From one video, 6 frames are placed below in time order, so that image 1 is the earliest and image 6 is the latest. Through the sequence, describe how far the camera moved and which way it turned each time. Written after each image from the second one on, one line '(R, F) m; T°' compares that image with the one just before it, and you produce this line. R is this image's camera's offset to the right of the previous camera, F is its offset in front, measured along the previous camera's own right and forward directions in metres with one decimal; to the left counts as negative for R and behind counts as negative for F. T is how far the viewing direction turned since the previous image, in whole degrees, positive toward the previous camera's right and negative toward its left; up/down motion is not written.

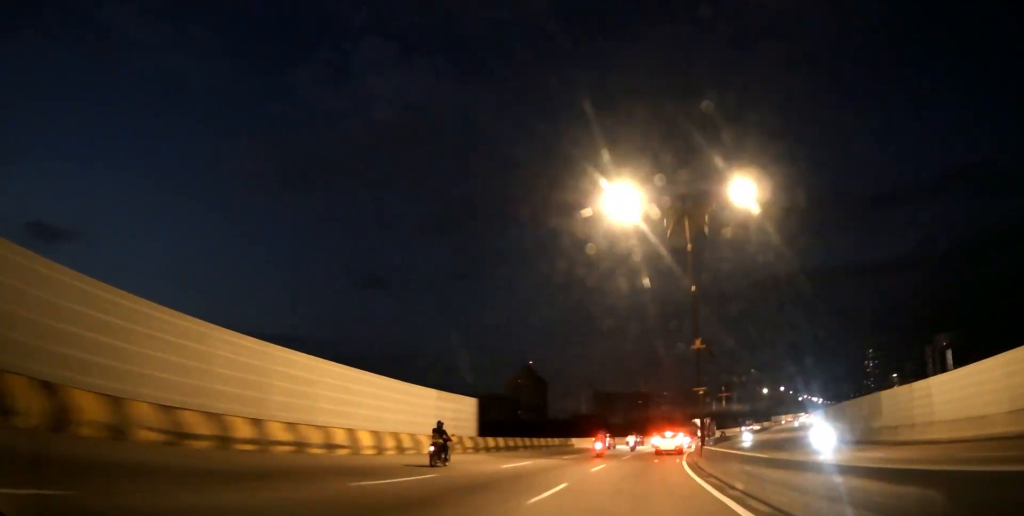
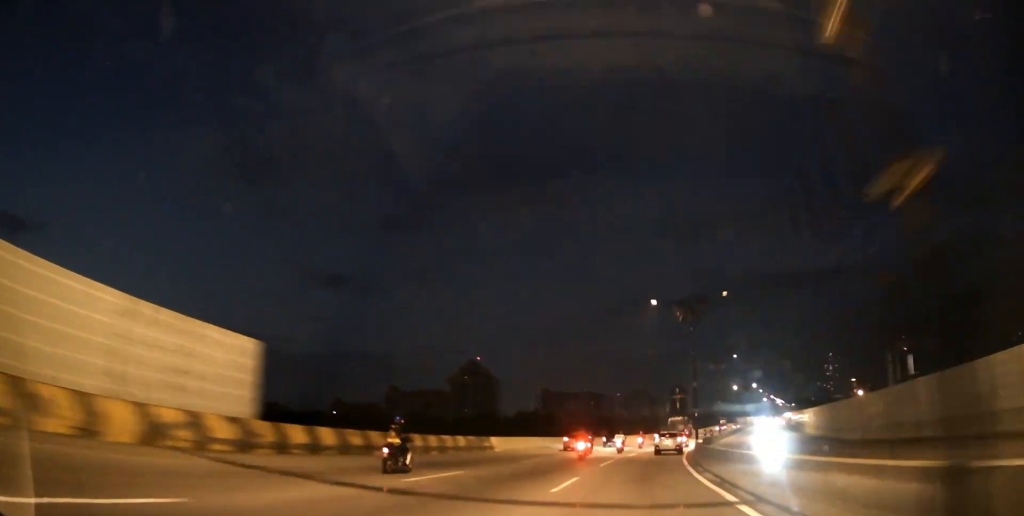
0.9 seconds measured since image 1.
(+0.7, +20.0) m; +4°
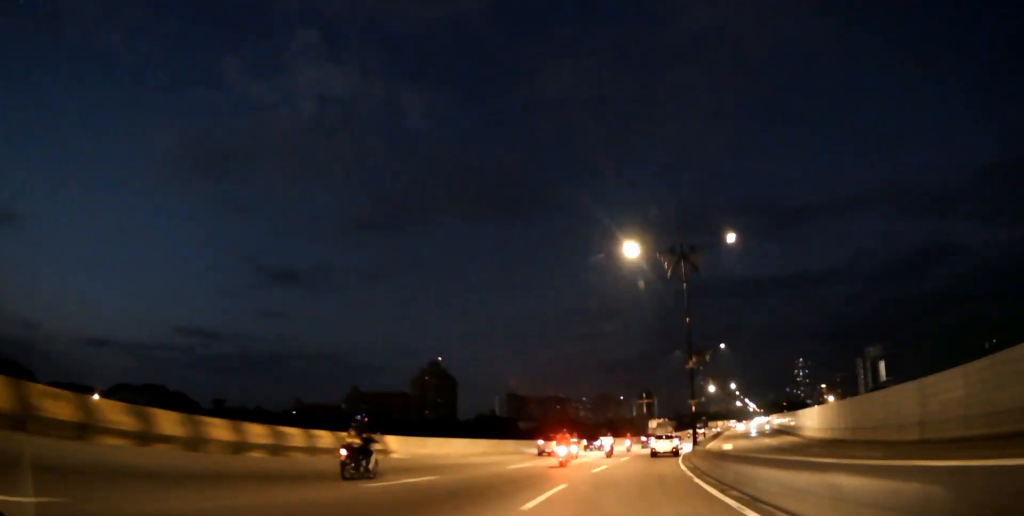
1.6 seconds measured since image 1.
(+0.4, +14.1) m; +3°
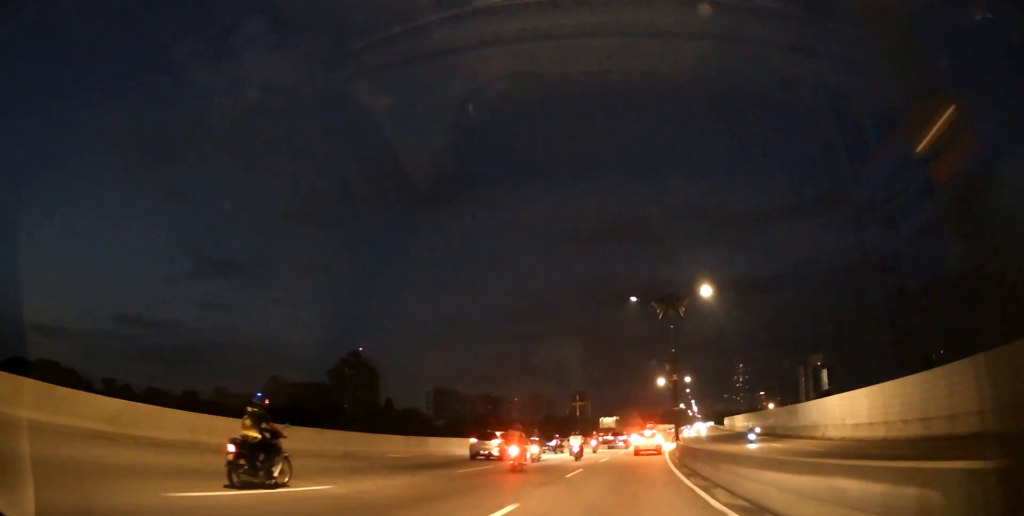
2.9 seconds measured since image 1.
(+1.7, +27.0) m; +8°
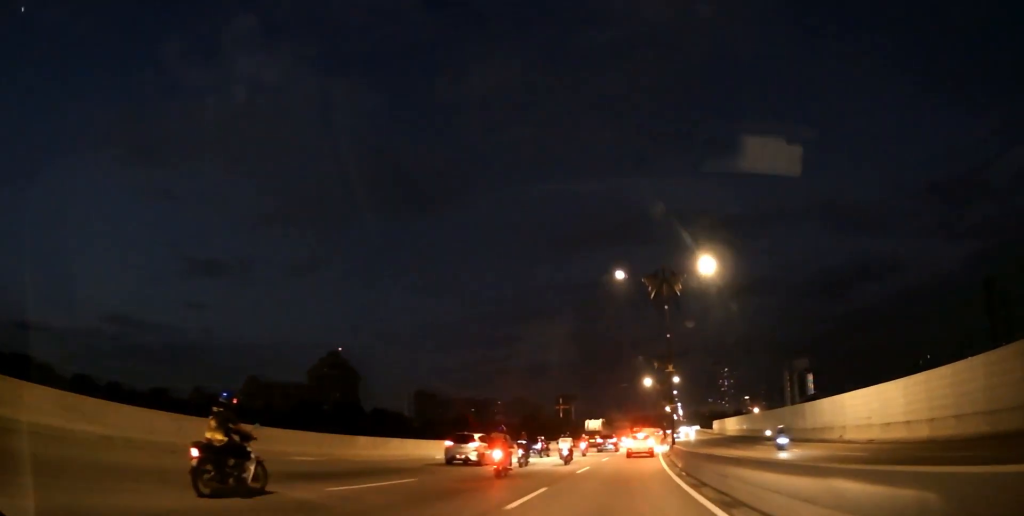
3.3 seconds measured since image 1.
(+0.3, +7.7) m; +2°
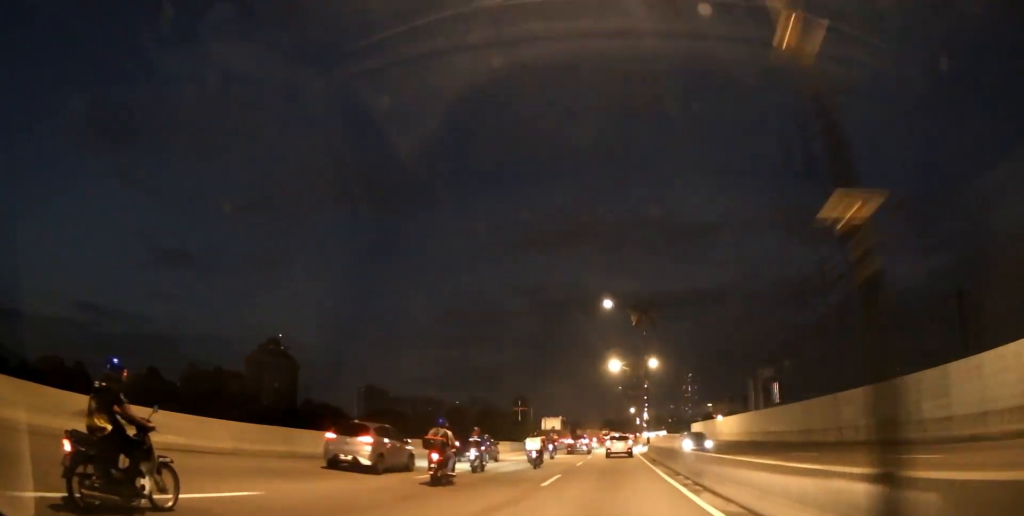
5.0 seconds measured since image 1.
(+1.5, +30.5) m; +4°
